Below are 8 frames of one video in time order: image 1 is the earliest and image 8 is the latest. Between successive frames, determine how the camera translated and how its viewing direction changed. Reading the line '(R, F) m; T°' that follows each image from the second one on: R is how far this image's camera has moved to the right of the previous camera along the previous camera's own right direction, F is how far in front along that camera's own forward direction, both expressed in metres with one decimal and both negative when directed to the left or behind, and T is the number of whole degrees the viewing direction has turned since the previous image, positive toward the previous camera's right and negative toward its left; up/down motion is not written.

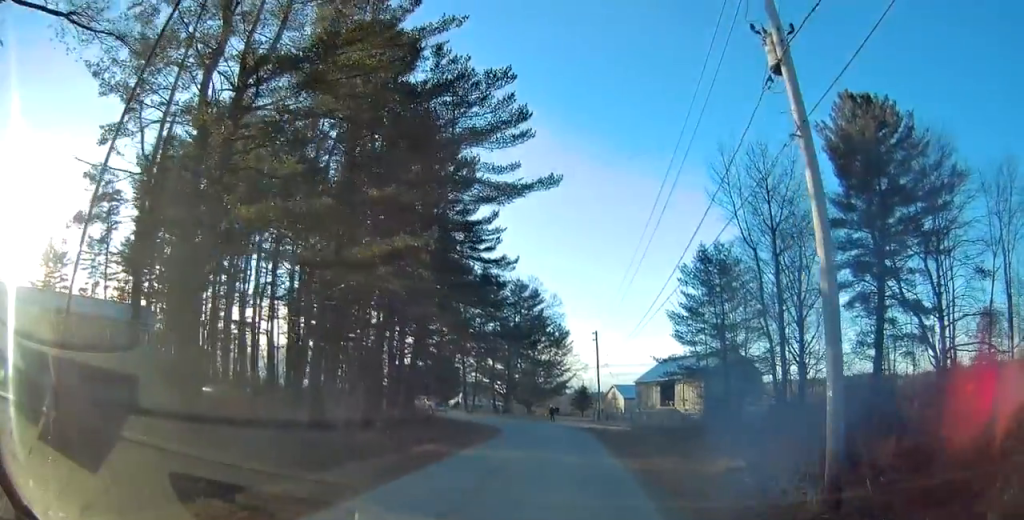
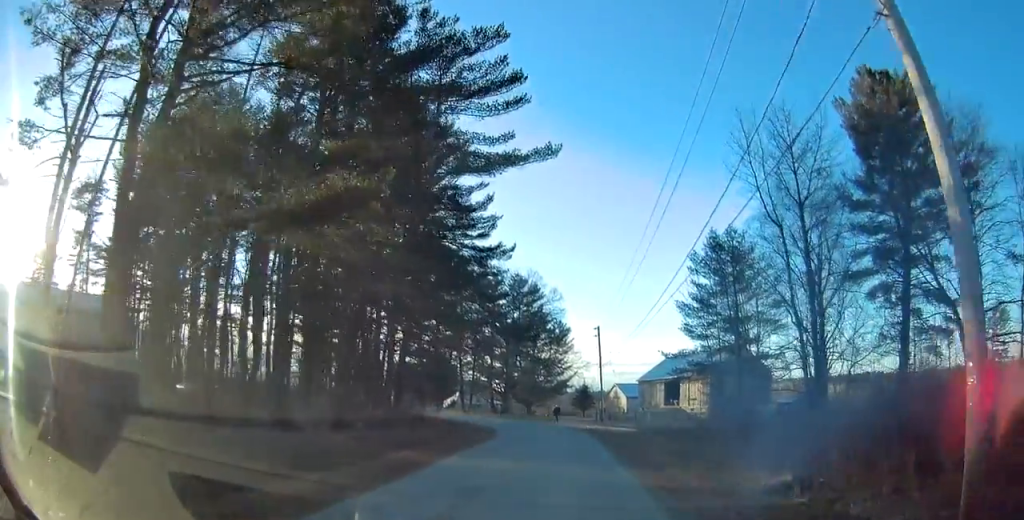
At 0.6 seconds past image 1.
(-0.1, +3.4) m; +2°
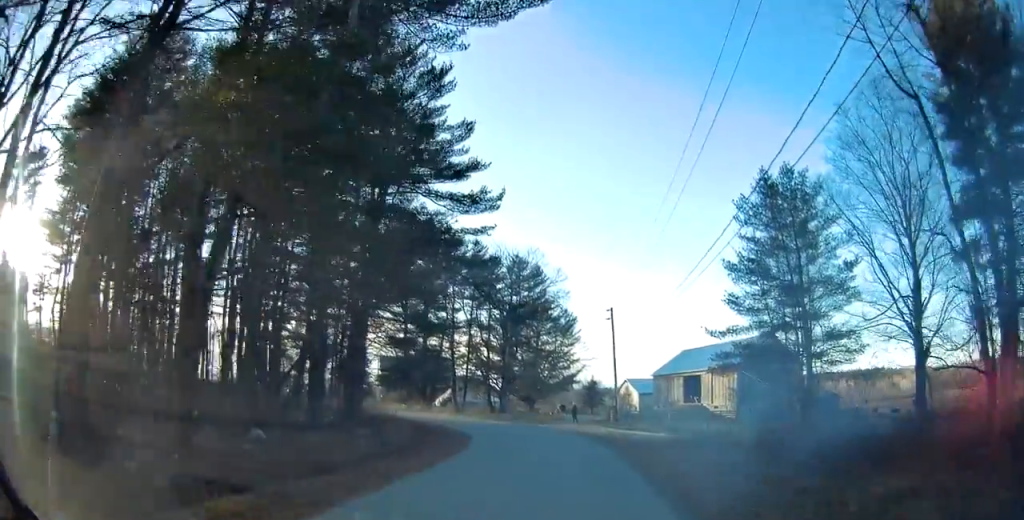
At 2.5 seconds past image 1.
(+0.1, +10.7) m; 0°
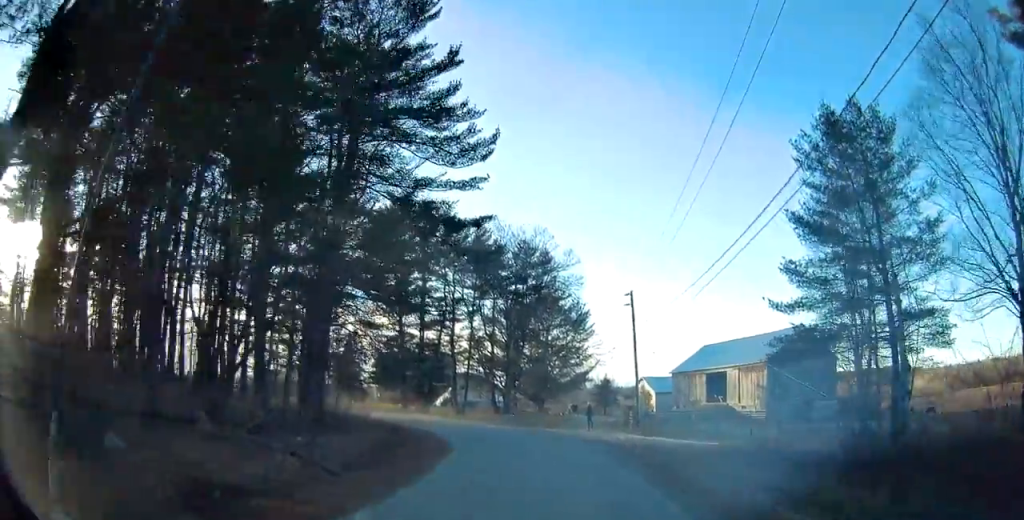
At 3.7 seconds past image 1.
(+0.1, +7.4) m; 0°
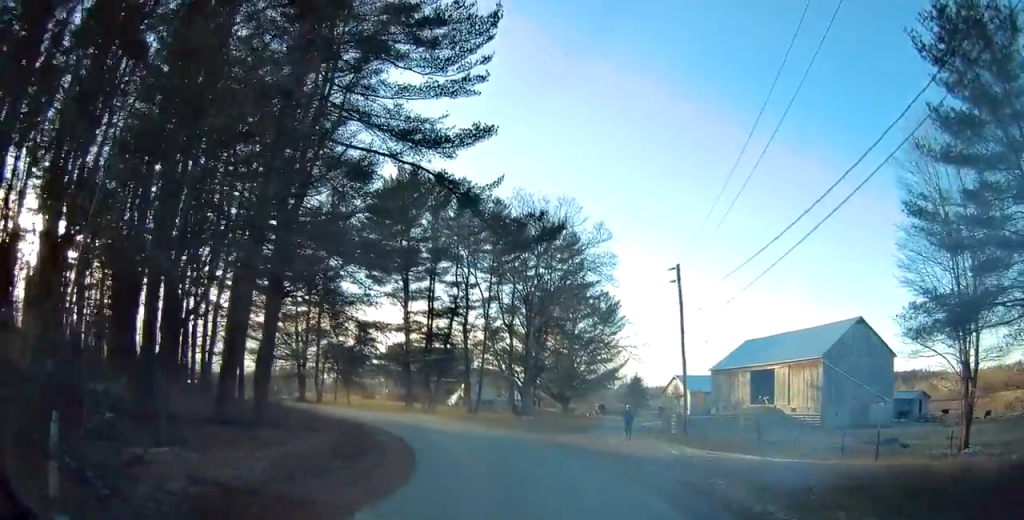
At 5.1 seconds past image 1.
(-0.5, +9.0) m; -8°
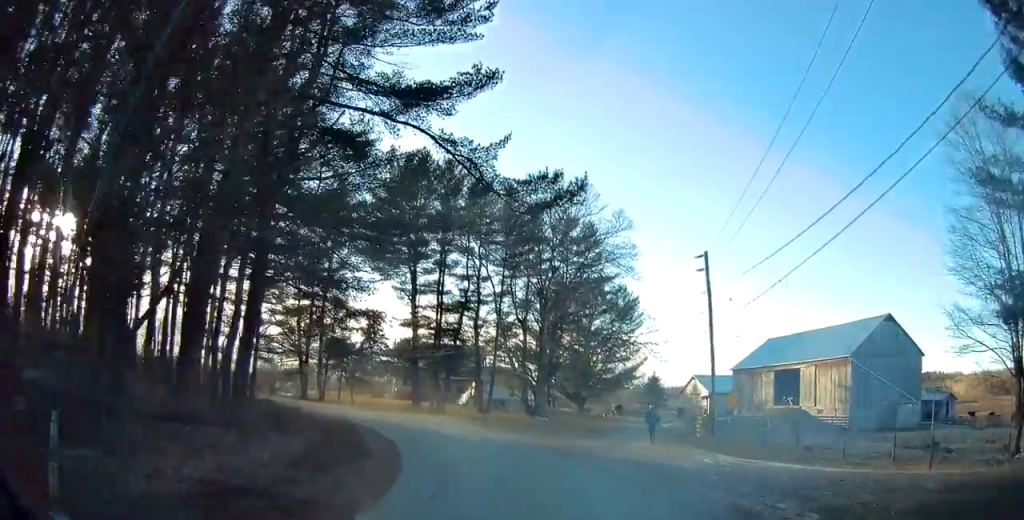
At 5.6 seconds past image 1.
(-0.2, +3.4) m; -2°
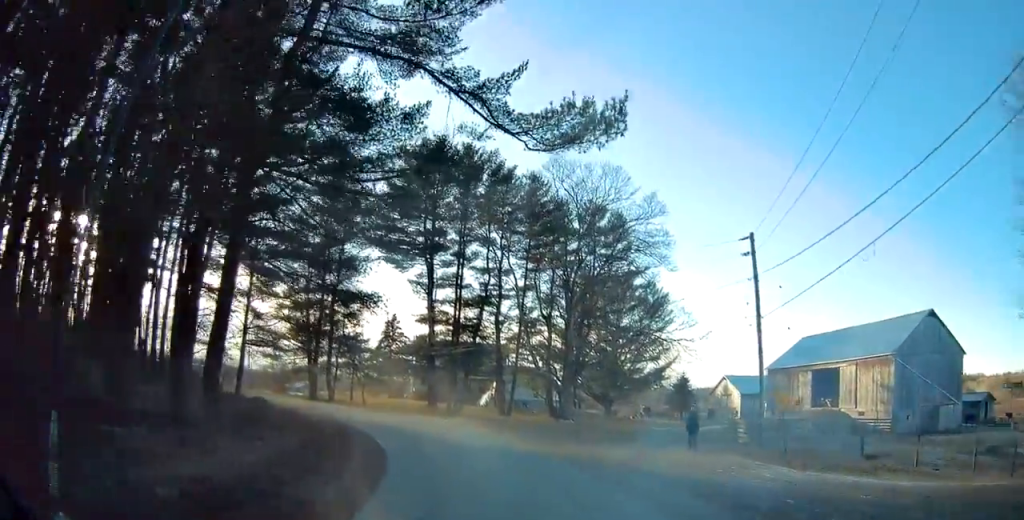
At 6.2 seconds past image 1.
(-0.1, +3.9) m; 0°
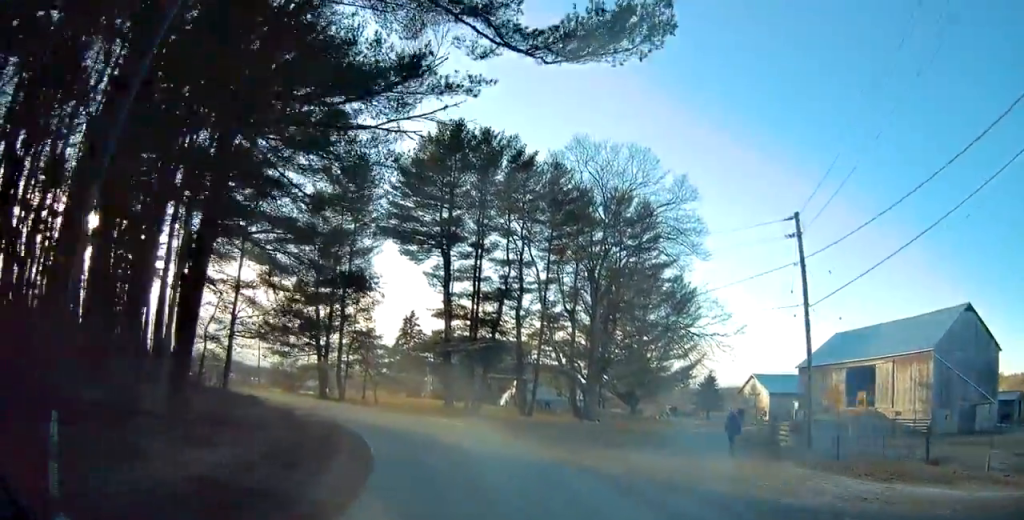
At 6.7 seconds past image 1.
(0.0, +3.0) m; +1°
